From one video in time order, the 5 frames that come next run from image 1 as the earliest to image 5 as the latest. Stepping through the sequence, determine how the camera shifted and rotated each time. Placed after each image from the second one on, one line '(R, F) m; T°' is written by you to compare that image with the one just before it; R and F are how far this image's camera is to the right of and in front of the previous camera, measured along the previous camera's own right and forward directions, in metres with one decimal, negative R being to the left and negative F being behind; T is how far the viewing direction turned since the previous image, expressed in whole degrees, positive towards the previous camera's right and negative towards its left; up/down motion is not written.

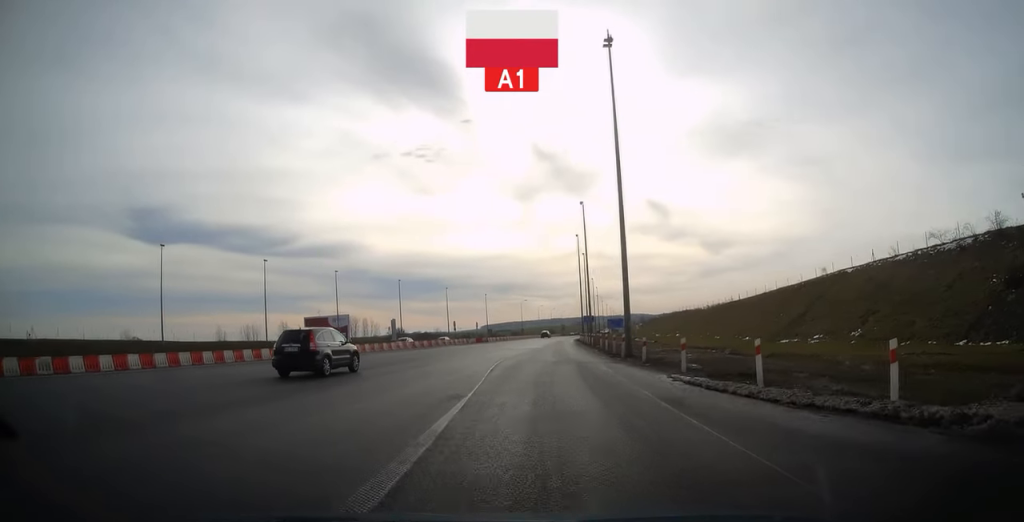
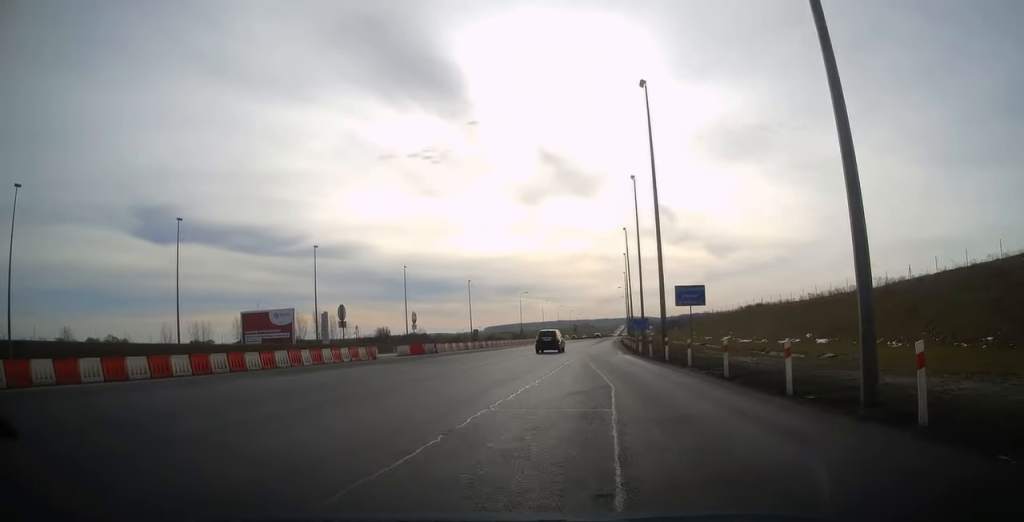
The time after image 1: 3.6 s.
(+0.5, +53.5) m; +1°
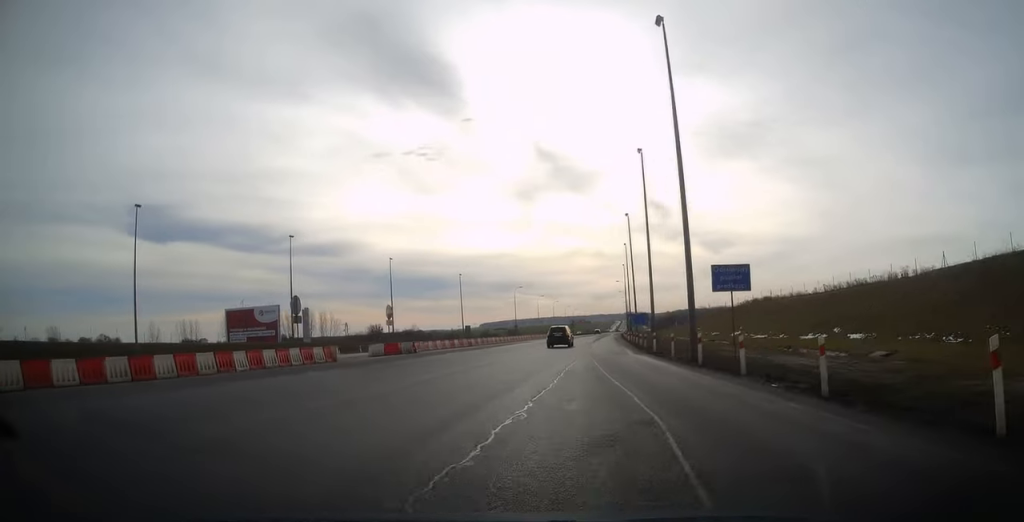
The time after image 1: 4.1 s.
(0.0, +6.6) m; 0°
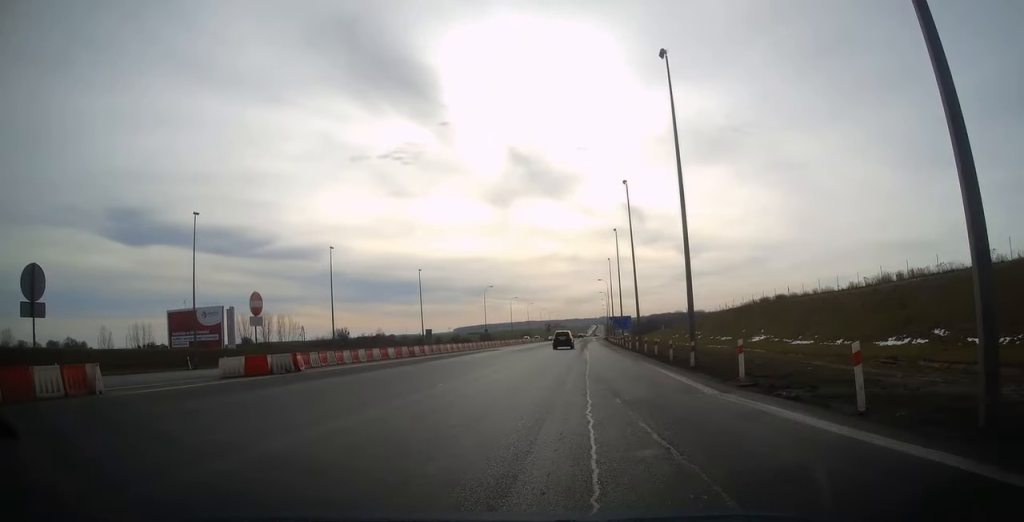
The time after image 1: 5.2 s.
(+0.1, +17.2) m; +2°
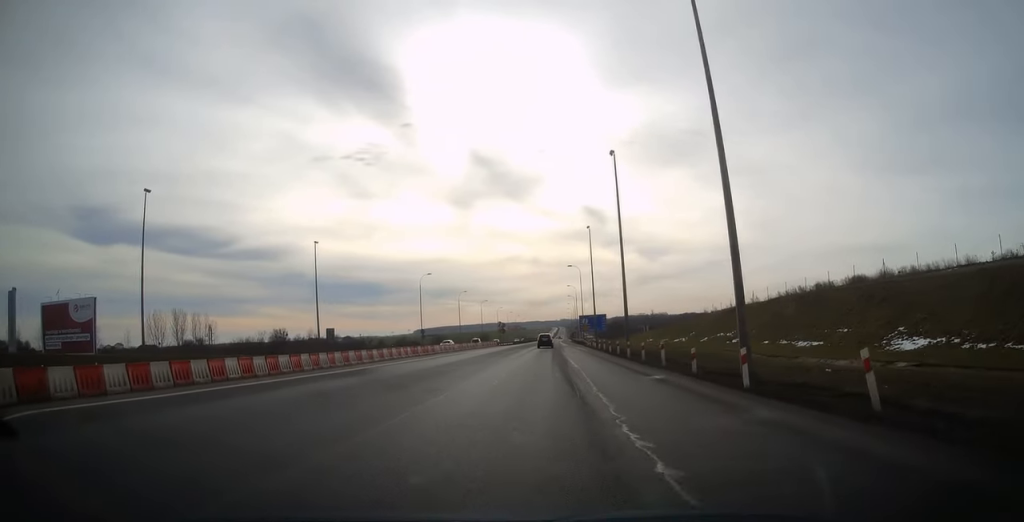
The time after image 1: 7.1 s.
(+1.0, +33.3) m; +3°
